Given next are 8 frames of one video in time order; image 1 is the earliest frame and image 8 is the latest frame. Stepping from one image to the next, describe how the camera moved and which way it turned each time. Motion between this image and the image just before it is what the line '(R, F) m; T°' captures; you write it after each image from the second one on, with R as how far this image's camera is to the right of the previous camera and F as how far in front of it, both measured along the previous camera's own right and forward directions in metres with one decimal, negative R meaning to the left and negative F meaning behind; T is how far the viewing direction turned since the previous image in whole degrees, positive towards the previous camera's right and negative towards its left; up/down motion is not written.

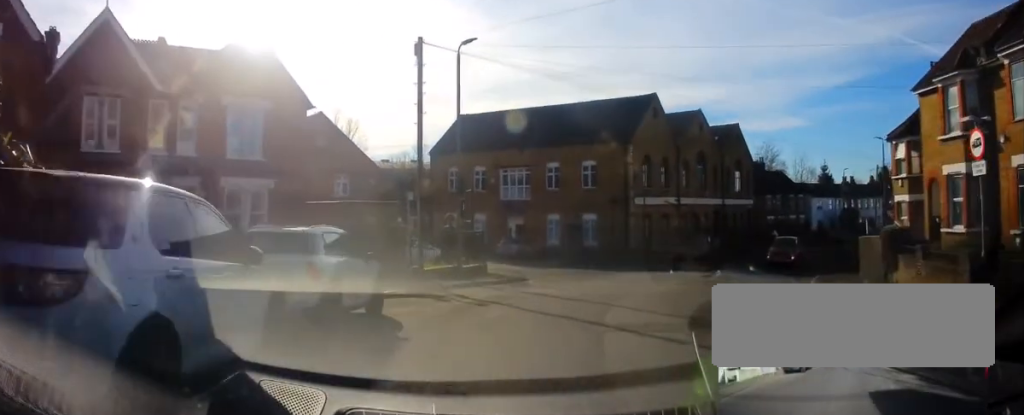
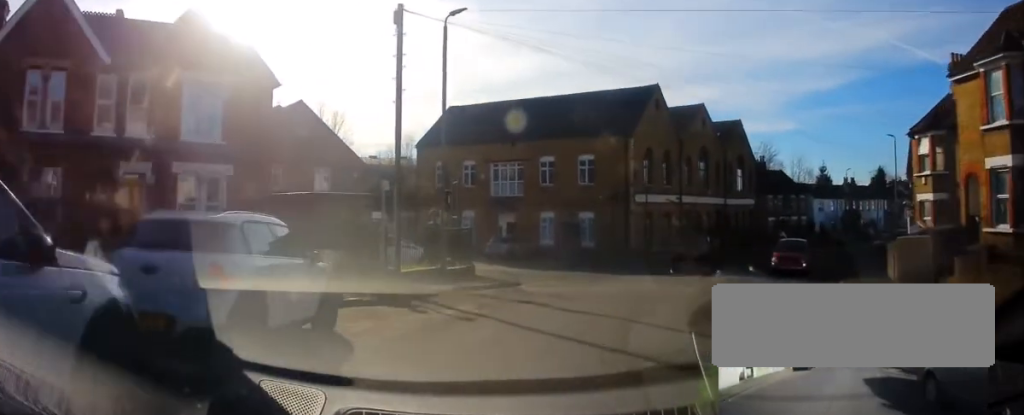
(0.0, +2.5) m; 0°
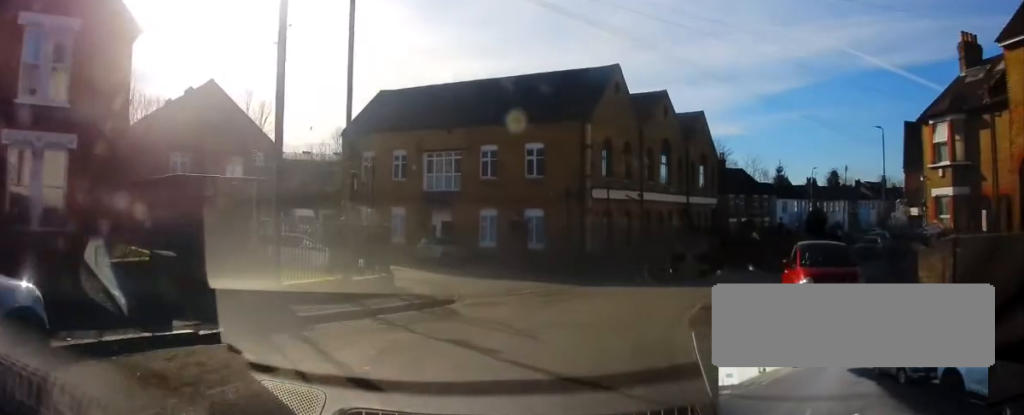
(+0.1, +5.0) m; +5°
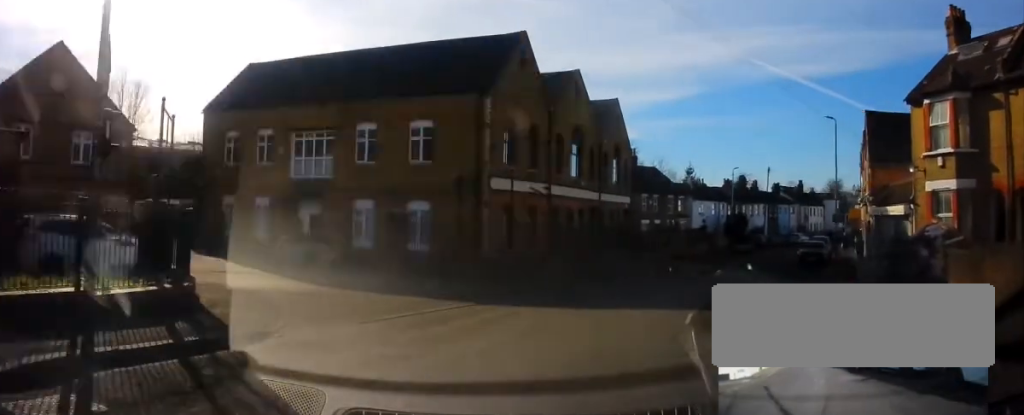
(+0.3, +5.7) m; +9°
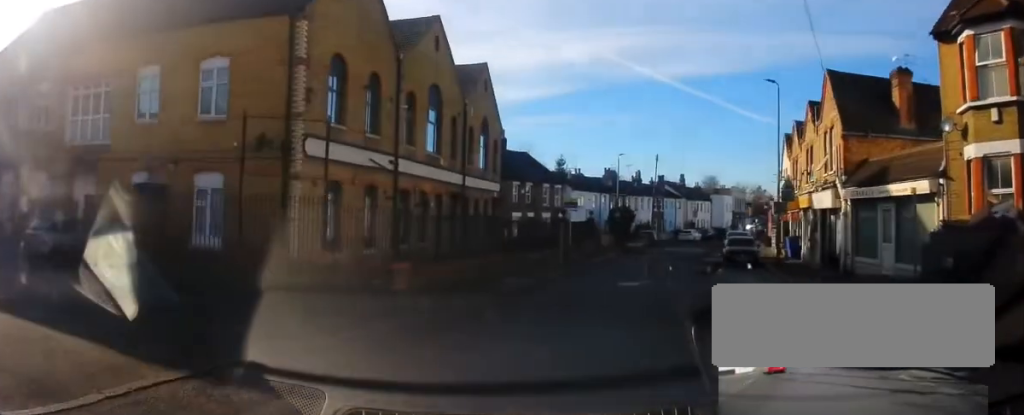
(+1.1, +8.0) m; +11°
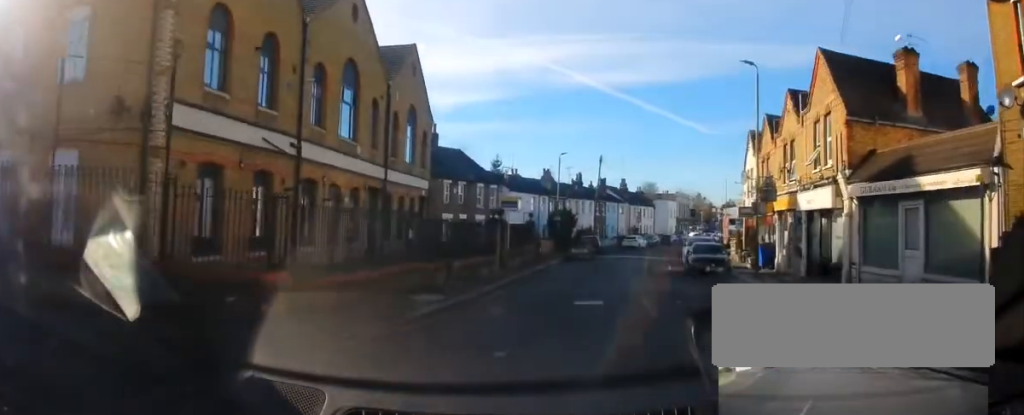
(0.0, +4.1) m; +4°
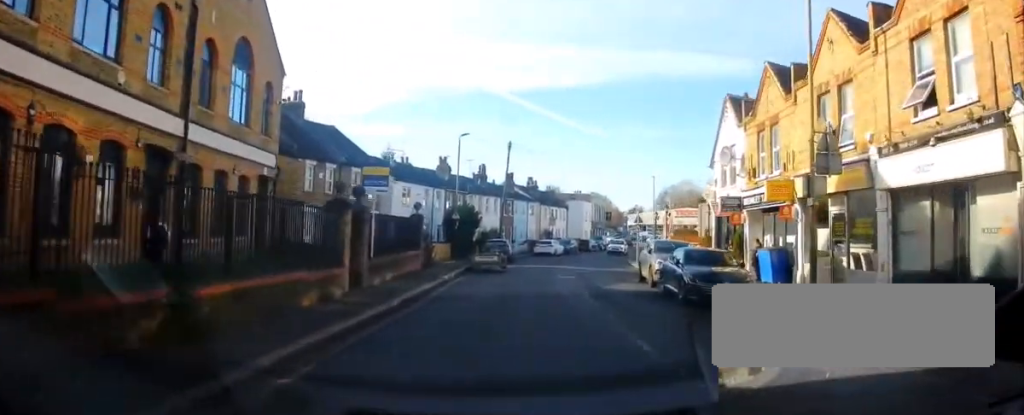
(+1.1, +10.2) m; +11°
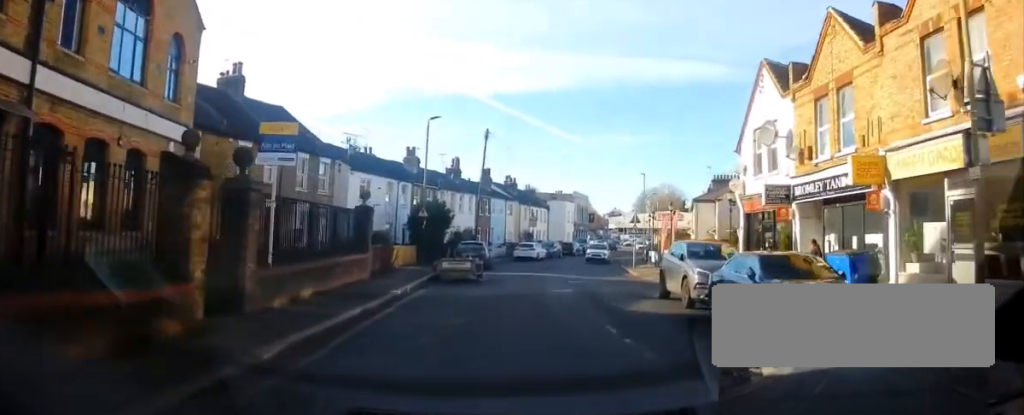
(+0.3, +5.8) m; +5°
